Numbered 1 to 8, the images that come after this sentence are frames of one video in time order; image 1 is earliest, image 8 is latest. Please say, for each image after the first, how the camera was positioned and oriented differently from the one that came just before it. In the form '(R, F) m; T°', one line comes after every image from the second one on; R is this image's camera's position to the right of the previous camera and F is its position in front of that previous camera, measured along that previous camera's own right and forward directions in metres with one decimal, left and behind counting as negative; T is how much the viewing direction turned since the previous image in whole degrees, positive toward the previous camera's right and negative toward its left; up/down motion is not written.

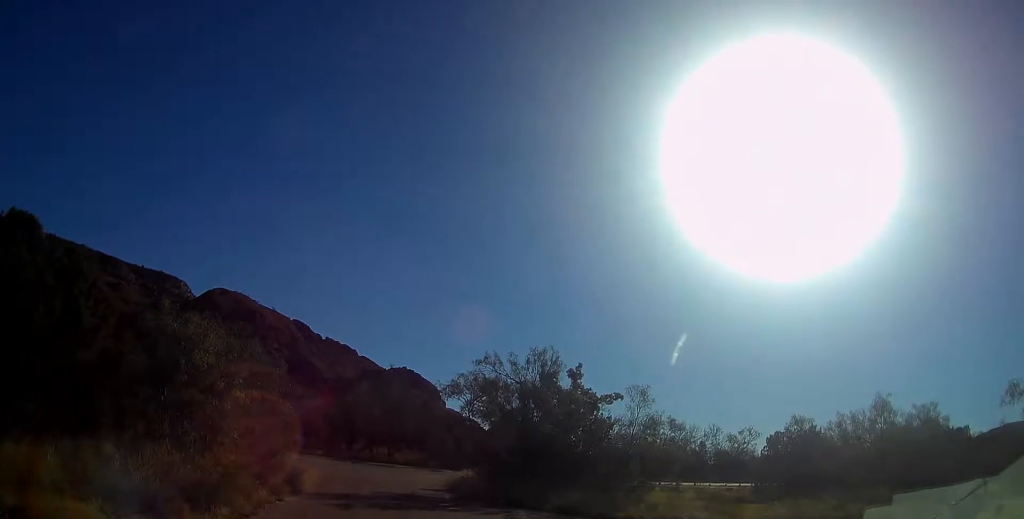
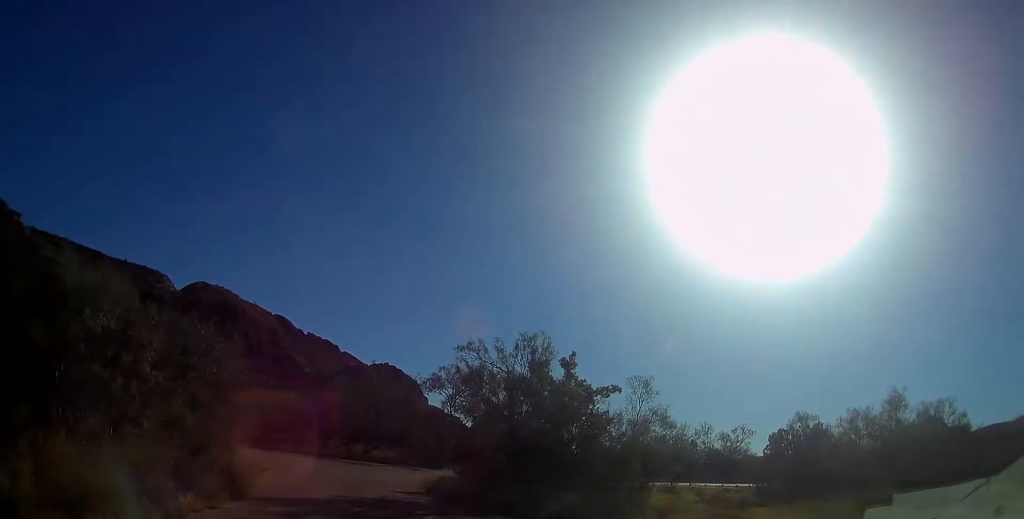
(+0.2, +2.8) m; +8°
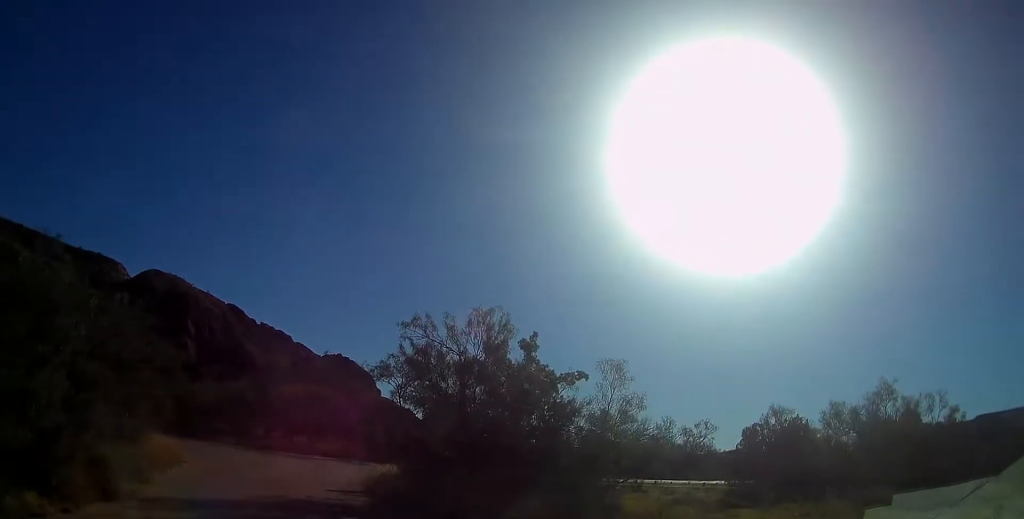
(+0.2, +2.8) m; +3°
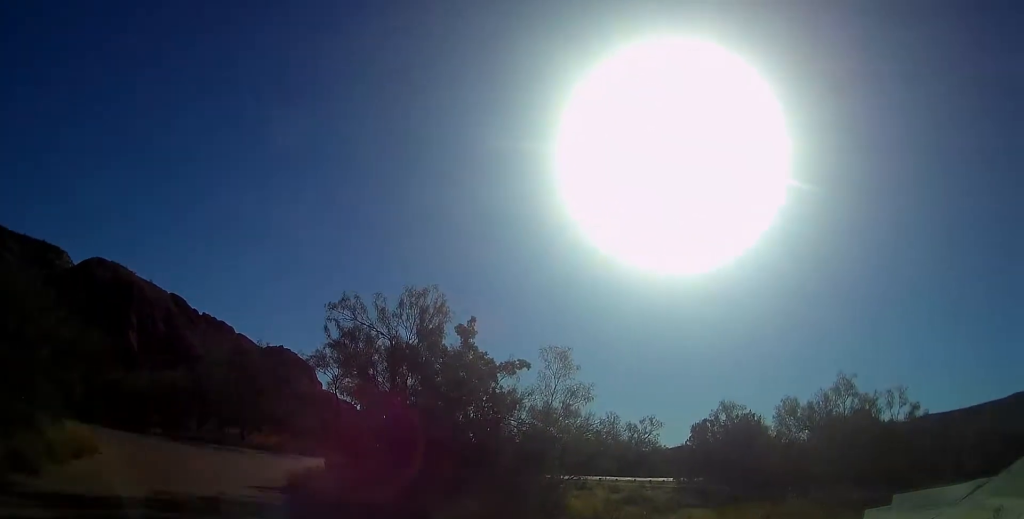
(-0.1, +1.6) m; +10°
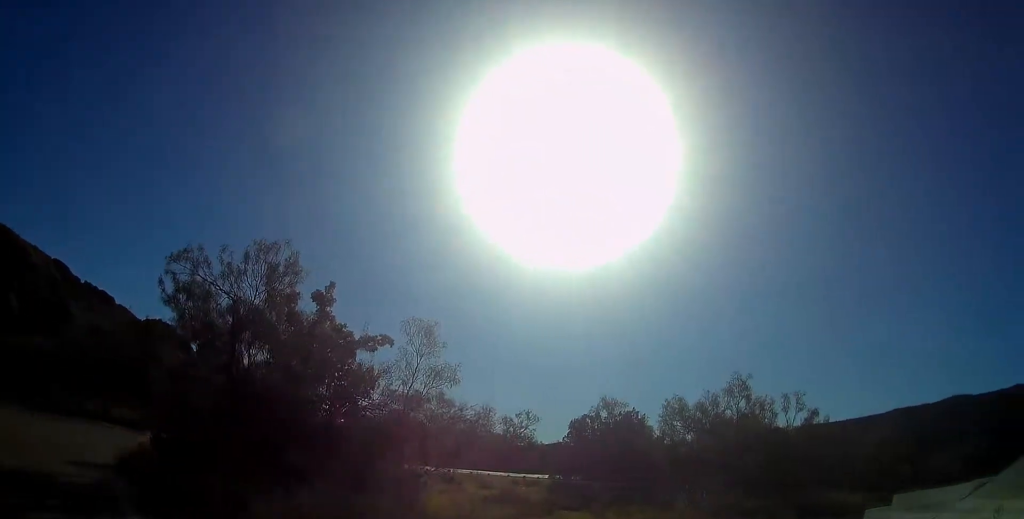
(+0.3, +2.0) m; +14°
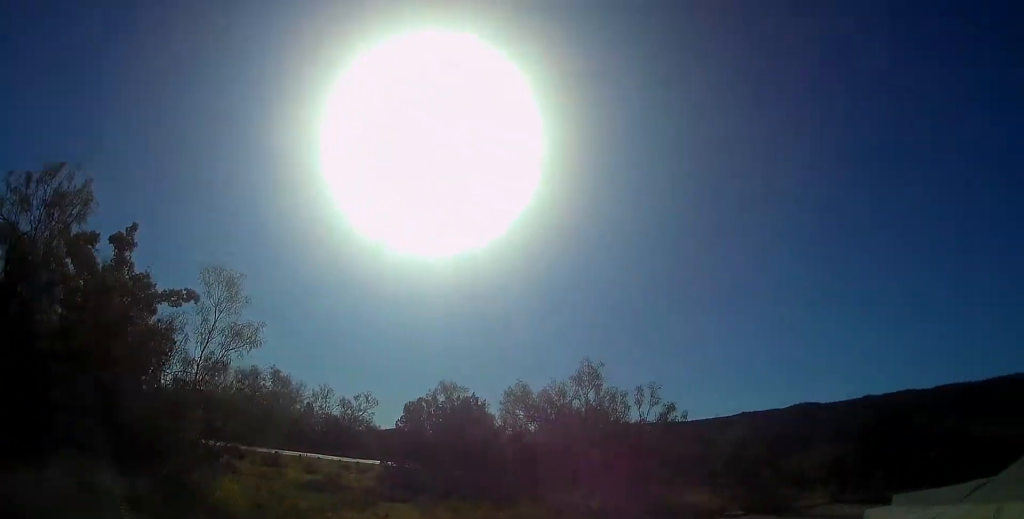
(+0.4, +2.3) m; +11°
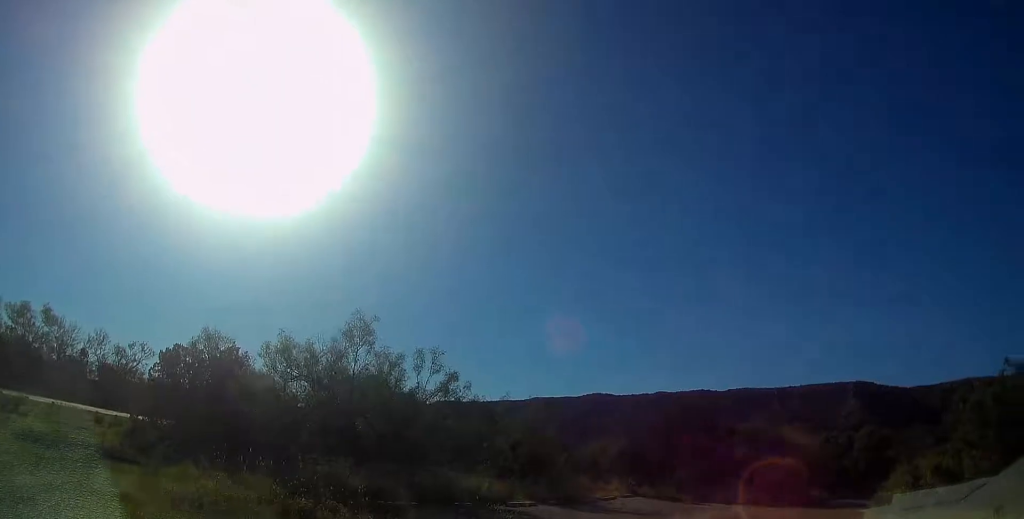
(+0.1, +3.3) m; +9°
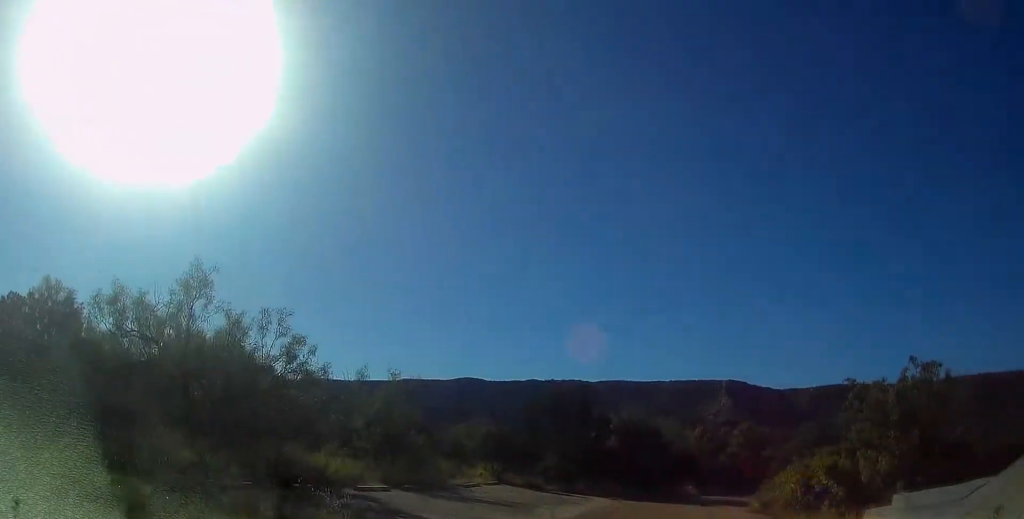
(+0.1, +2.3) m; +13°
